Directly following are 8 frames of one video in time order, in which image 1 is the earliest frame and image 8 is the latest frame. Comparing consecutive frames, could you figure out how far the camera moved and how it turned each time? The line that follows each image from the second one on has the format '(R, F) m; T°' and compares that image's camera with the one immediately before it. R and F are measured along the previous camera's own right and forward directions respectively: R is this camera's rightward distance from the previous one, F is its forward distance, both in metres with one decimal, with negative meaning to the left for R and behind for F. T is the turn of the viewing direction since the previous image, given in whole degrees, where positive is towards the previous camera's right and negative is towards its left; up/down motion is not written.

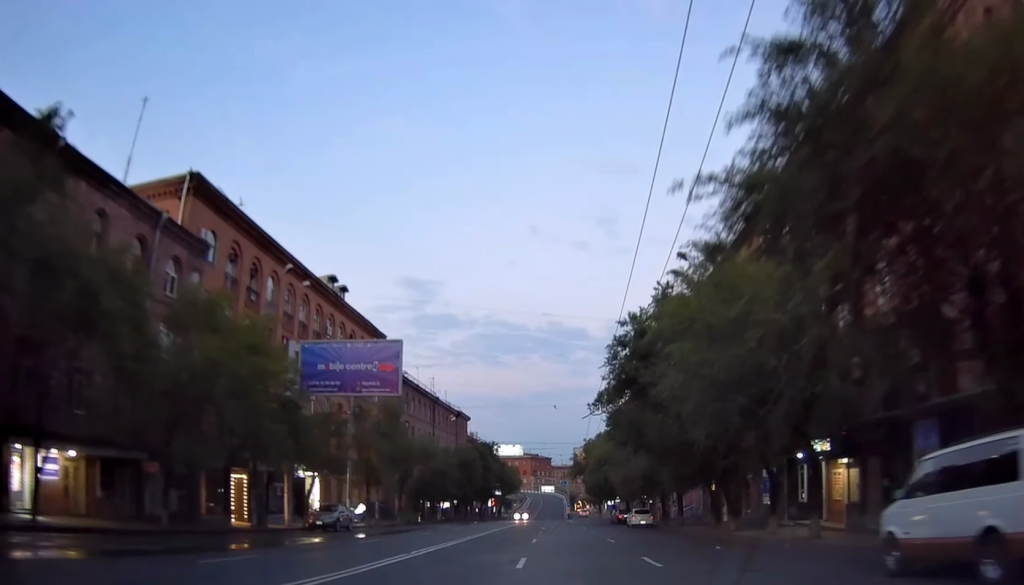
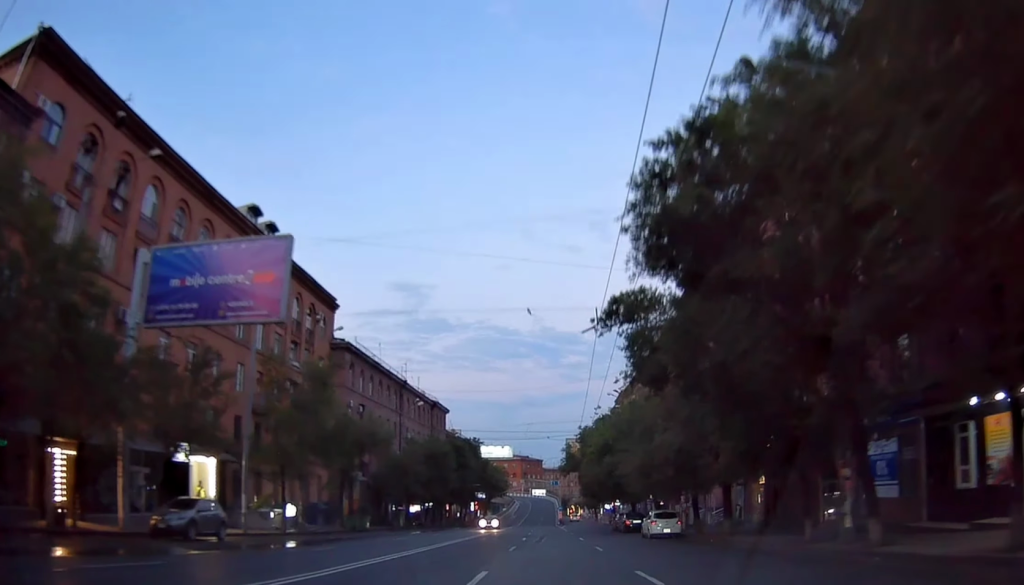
(+0.5, +16.0) m; +2°
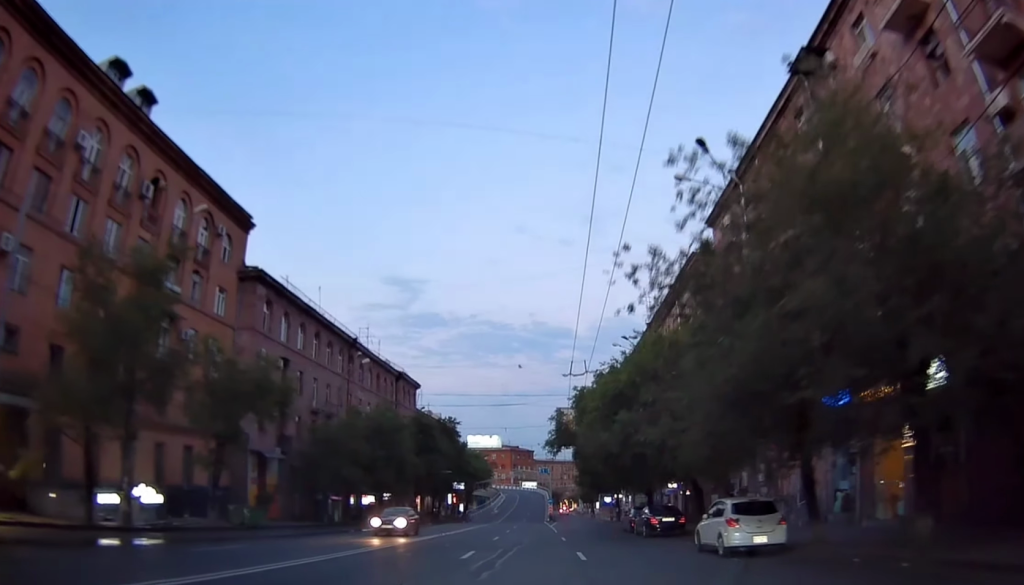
(+0.1, +18.5) m; +1°
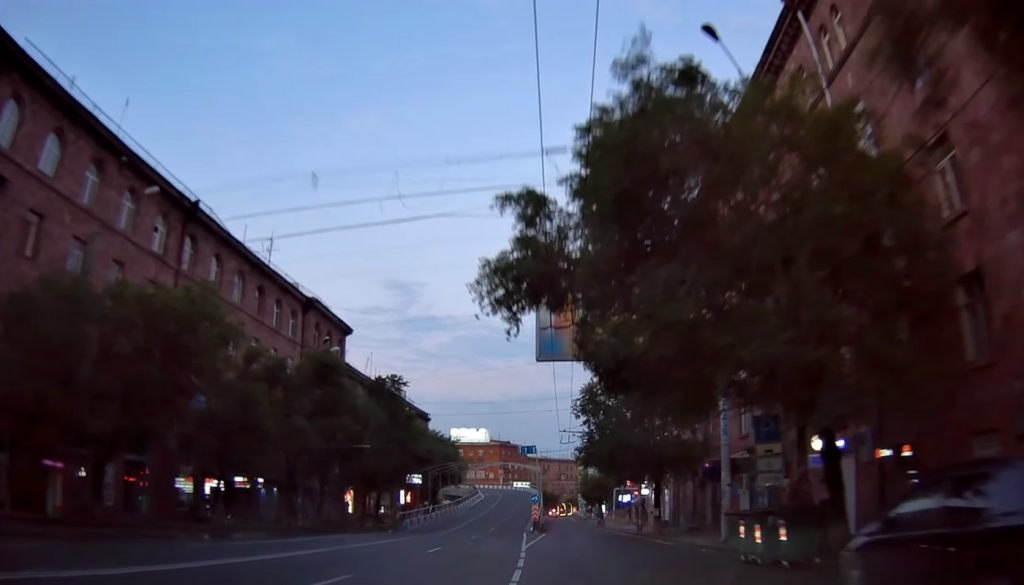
(-0.8, +33.1) m; -3°
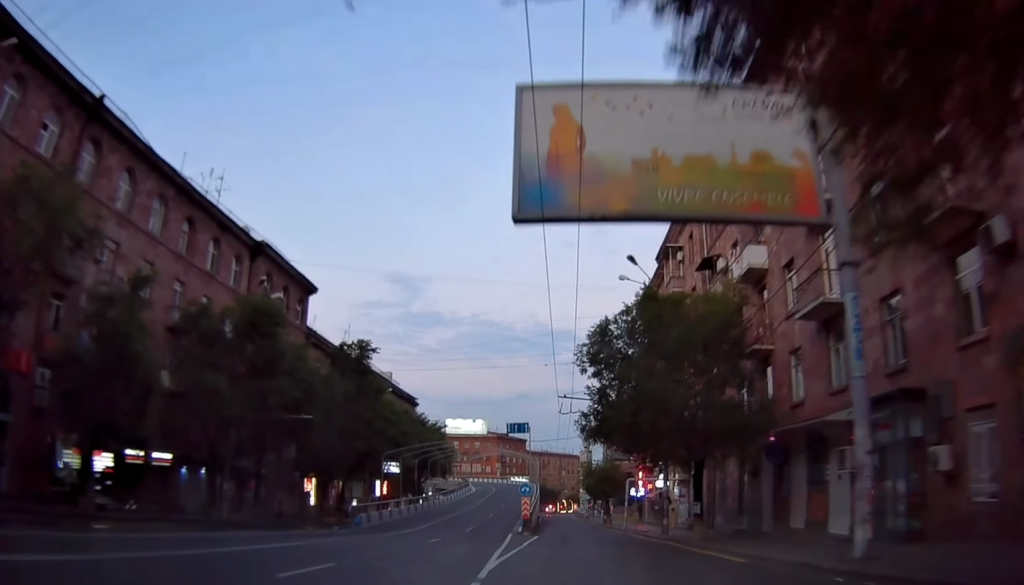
(+0.3, +11.8) m; -2°
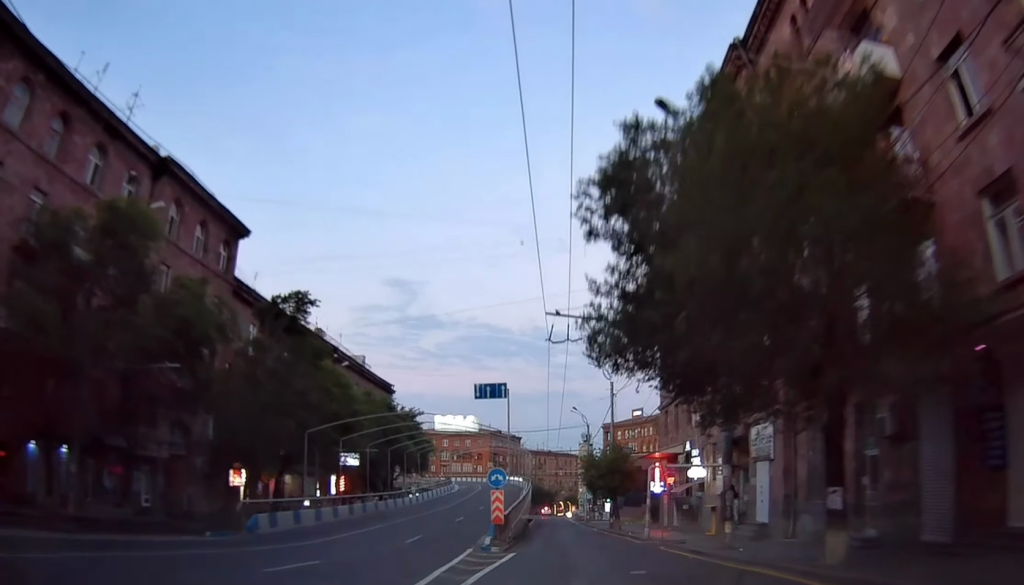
(-0.7, +13.9) m; -3°
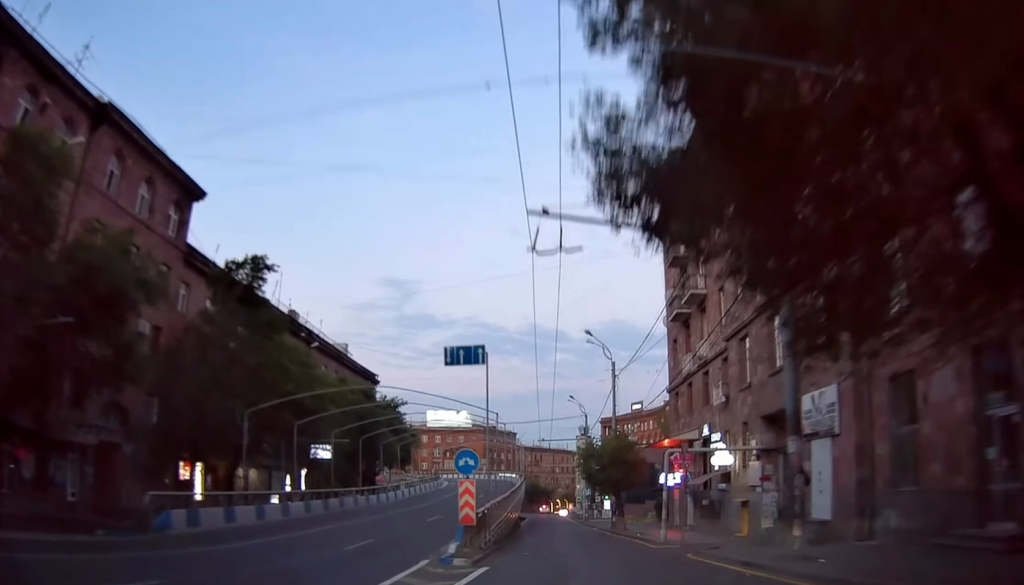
(0.0, +6.7) m; 0°
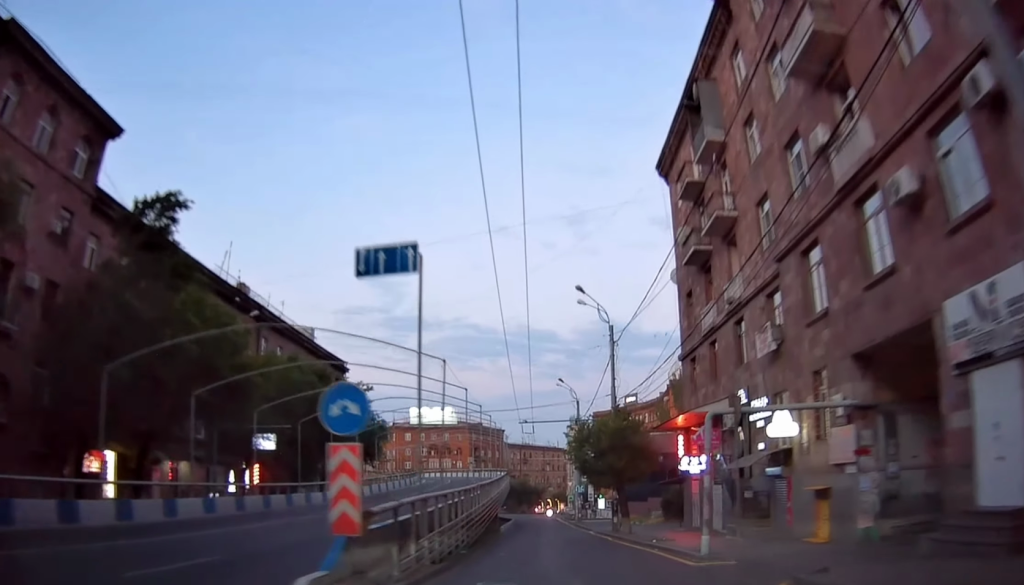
(0.0, +9.4) m; +1°
